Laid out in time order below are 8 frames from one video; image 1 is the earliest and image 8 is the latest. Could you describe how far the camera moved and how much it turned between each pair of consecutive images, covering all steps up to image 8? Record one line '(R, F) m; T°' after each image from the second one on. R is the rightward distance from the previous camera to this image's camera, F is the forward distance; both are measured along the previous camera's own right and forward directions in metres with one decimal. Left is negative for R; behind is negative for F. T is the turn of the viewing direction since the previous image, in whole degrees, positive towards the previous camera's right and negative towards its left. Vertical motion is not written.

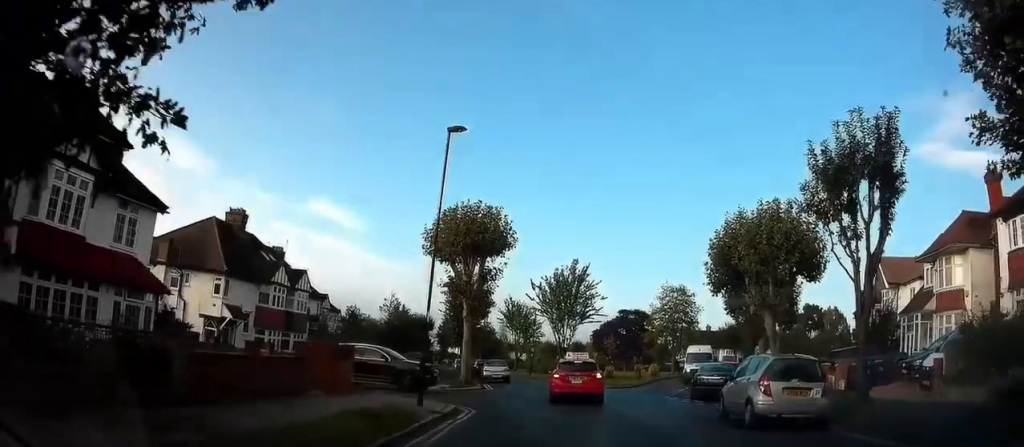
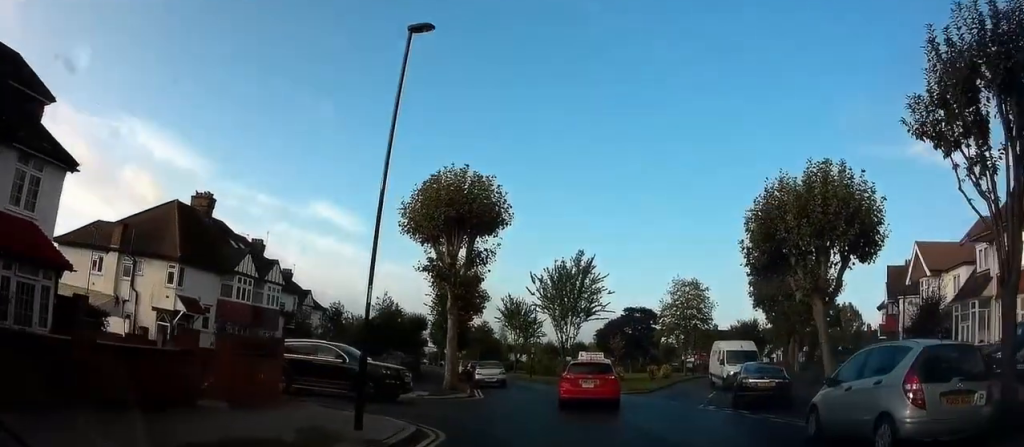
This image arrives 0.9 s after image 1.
(0.0, +5.3) m; +4°
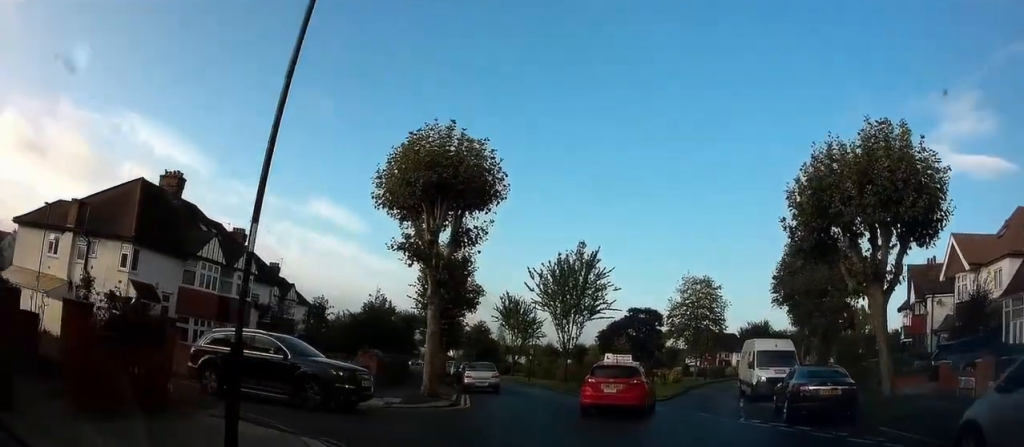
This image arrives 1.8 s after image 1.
(+0.3, +4.5) m; +5°
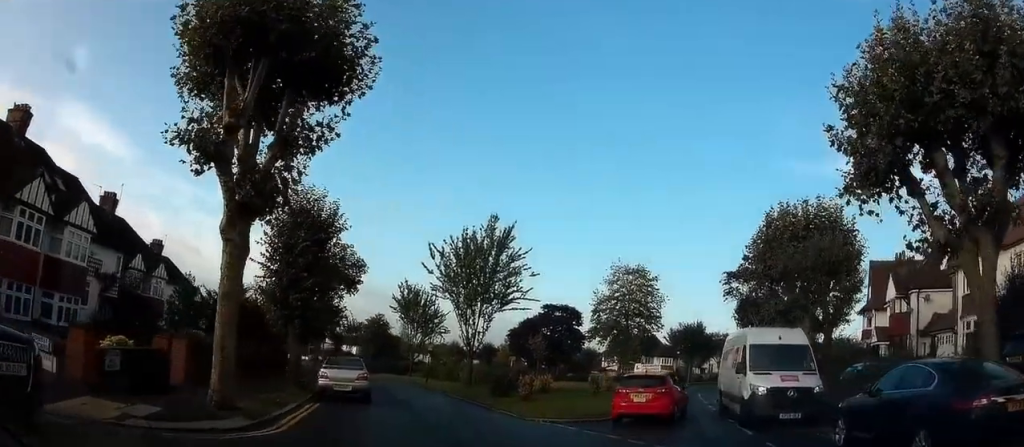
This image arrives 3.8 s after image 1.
(0.0, +8.2) m; +6°
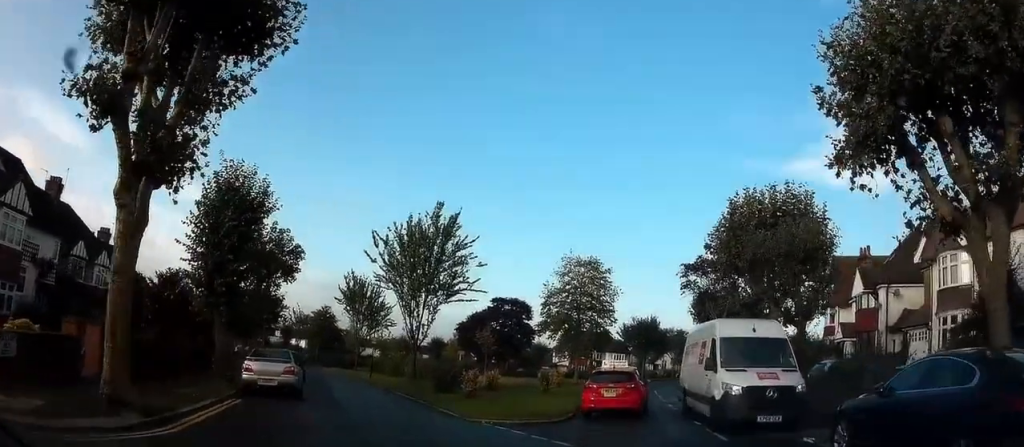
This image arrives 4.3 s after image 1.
(+0.4, +1.7) m; +4°
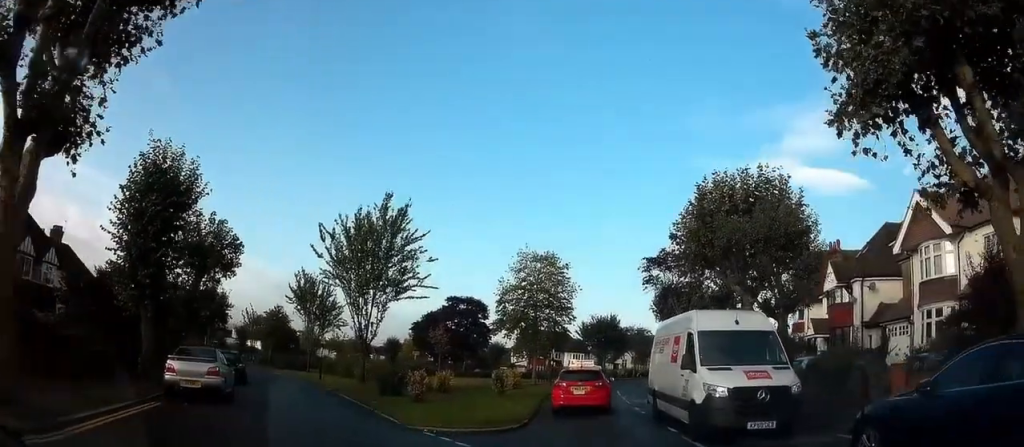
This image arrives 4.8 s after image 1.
(+0.1, +1.9) m; +2°
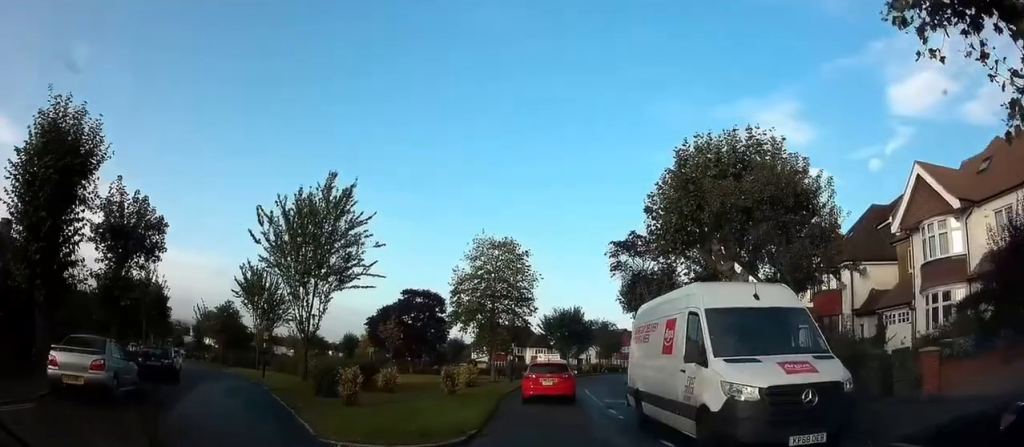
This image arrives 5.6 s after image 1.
(-0.3, +3.1) m; +1°
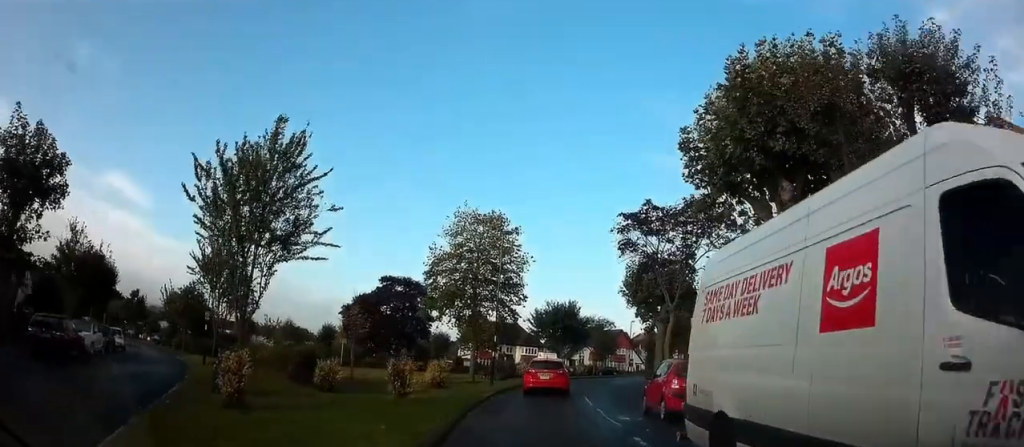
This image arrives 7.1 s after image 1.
(+0.7, +6.1) m; +4°
